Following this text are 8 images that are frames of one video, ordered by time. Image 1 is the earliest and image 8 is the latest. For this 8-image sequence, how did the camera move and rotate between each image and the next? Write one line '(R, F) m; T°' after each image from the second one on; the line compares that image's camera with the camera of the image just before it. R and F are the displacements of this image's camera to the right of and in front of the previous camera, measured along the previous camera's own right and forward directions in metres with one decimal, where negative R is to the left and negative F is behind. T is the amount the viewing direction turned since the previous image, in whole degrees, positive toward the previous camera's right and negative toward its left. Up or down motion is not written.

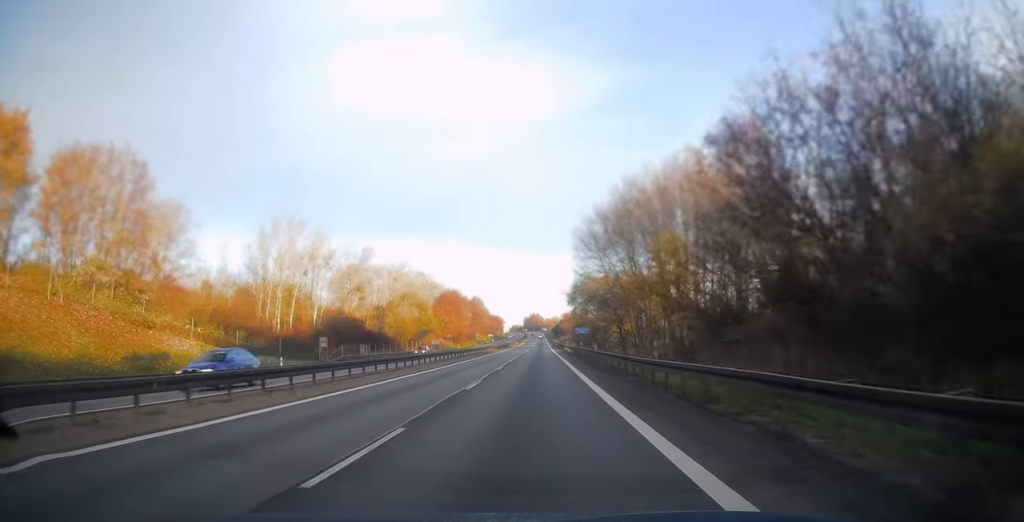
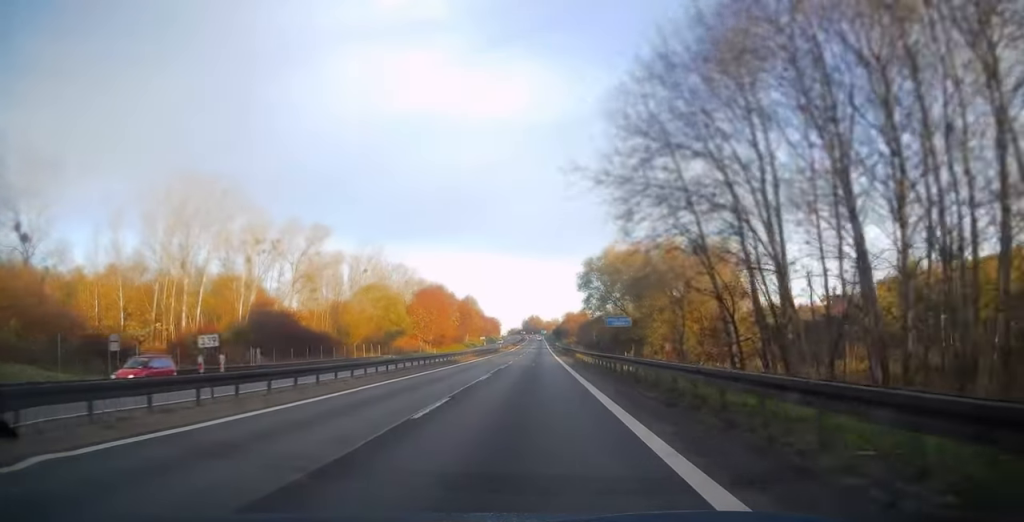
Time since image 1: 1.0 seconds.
(0.0, +31.5) m; 0°
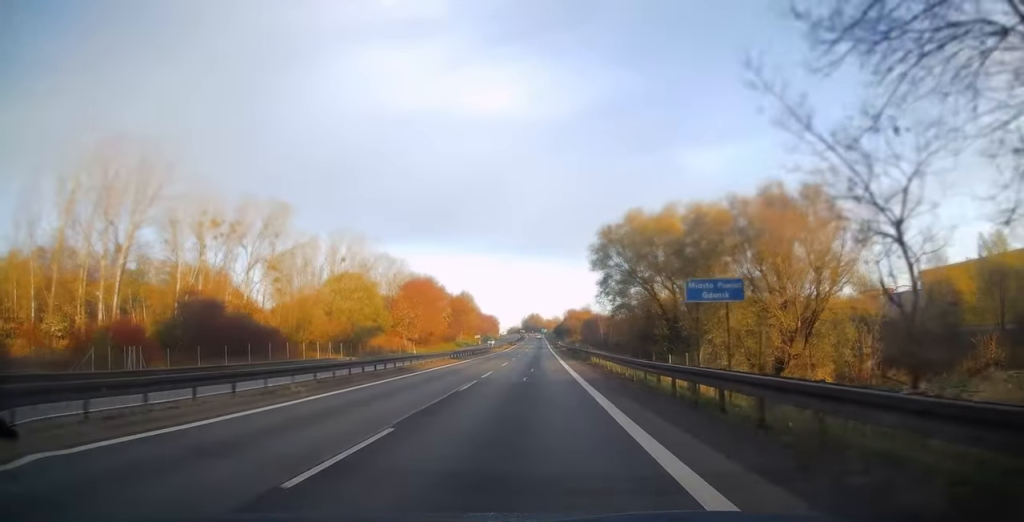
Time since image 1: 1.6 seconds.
(0.0, +18.1) m; 0°
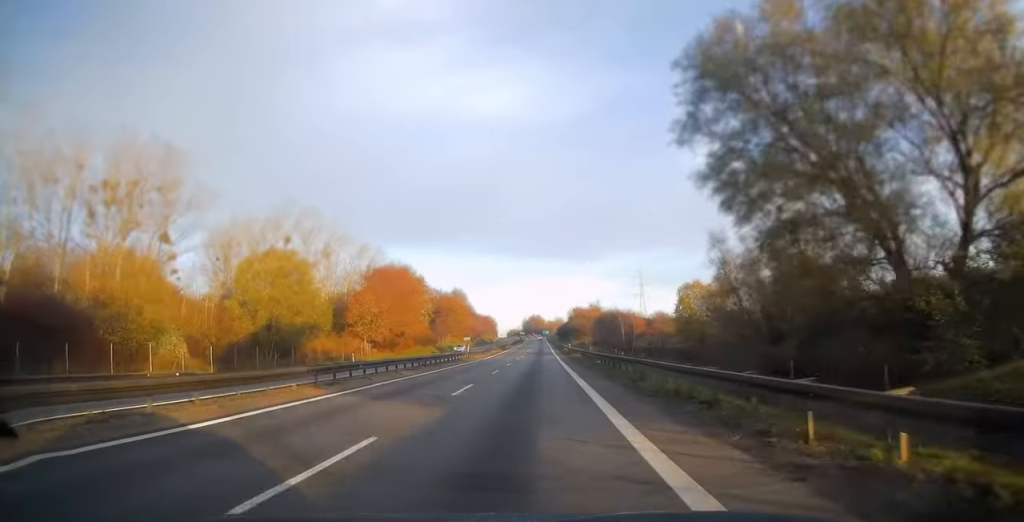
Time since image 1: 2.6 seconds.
(-0.1, +31.8) m; 0°
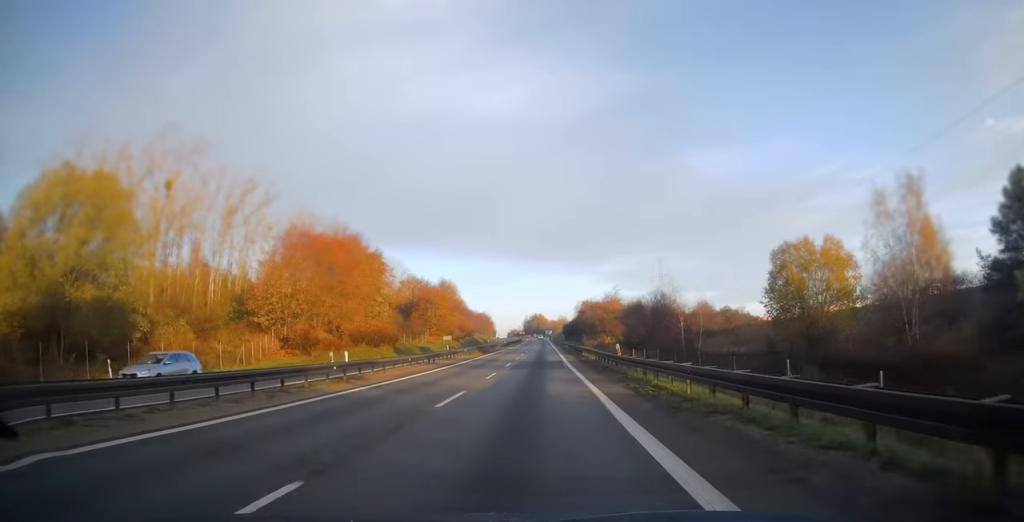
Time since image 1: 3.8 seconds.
(0.0, +39.3) m; 0°
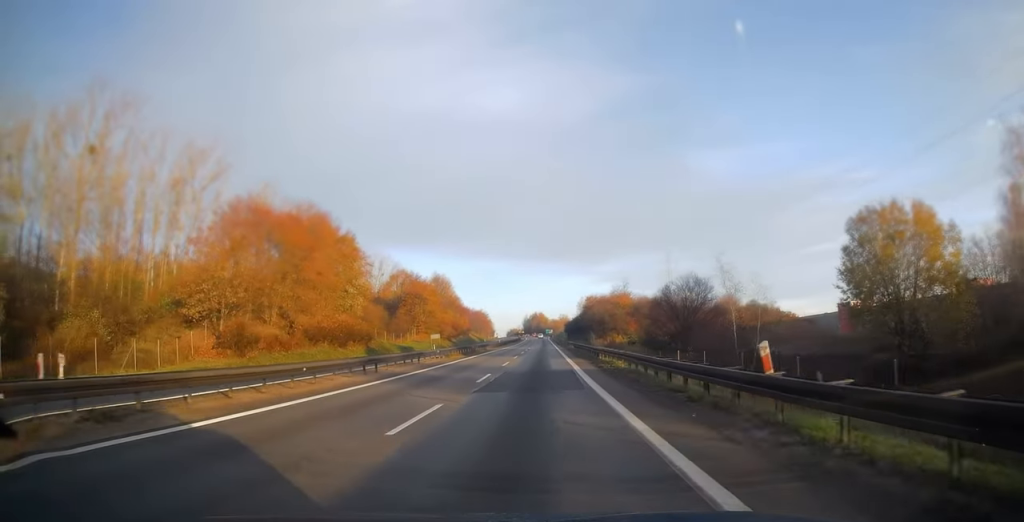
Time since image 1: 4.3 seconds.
(-0.1, +15.3) m; 0°
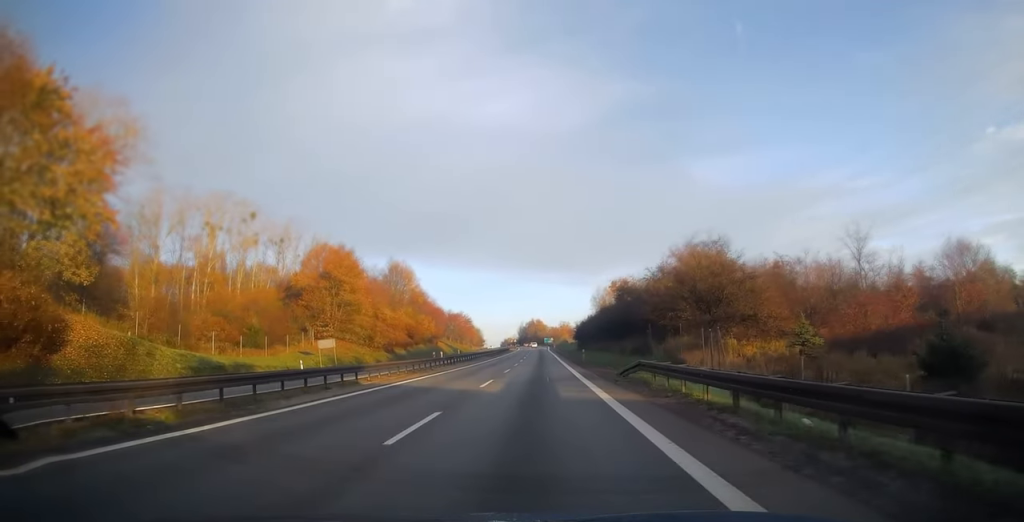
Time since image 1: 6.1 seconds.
(+0.1, +59.7) m; 0°
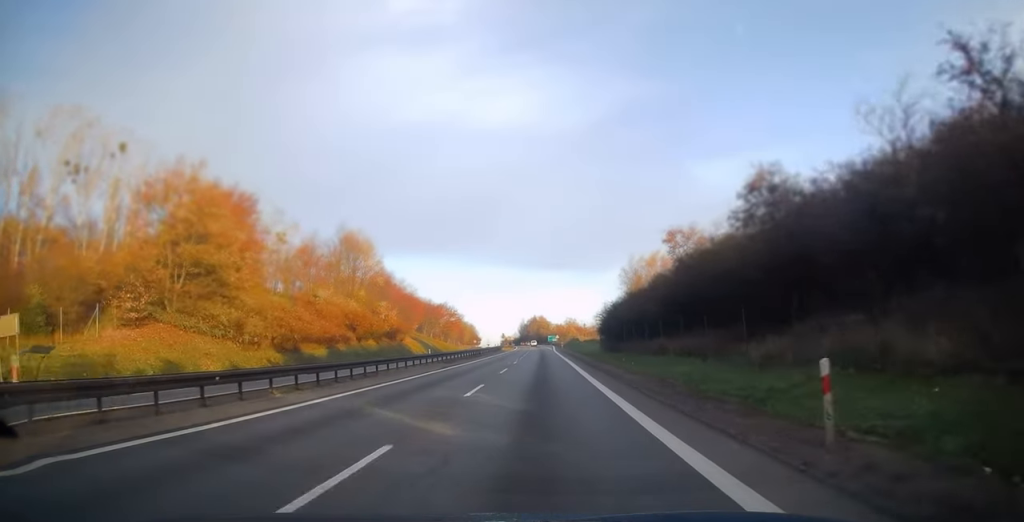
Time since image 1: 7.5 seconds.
(-0.1, +41.0) m; 0°
